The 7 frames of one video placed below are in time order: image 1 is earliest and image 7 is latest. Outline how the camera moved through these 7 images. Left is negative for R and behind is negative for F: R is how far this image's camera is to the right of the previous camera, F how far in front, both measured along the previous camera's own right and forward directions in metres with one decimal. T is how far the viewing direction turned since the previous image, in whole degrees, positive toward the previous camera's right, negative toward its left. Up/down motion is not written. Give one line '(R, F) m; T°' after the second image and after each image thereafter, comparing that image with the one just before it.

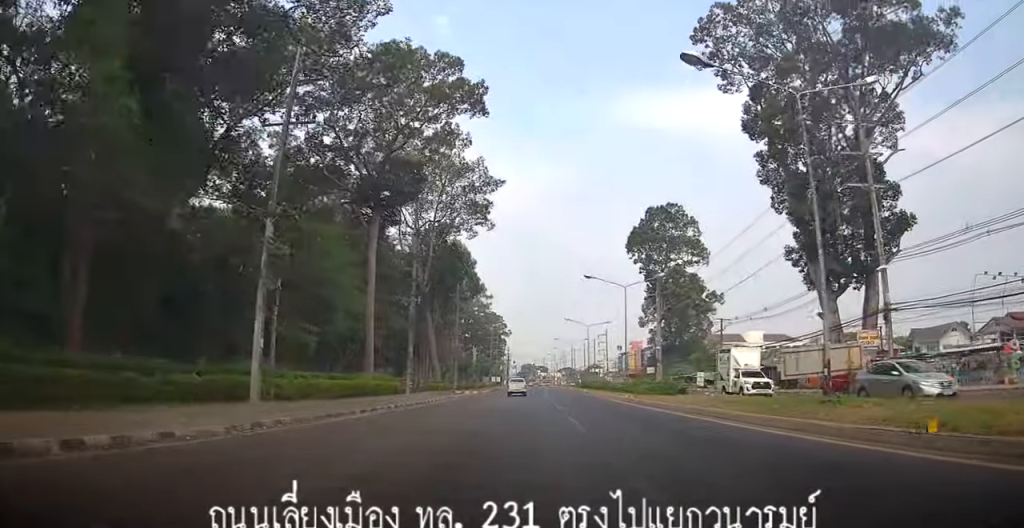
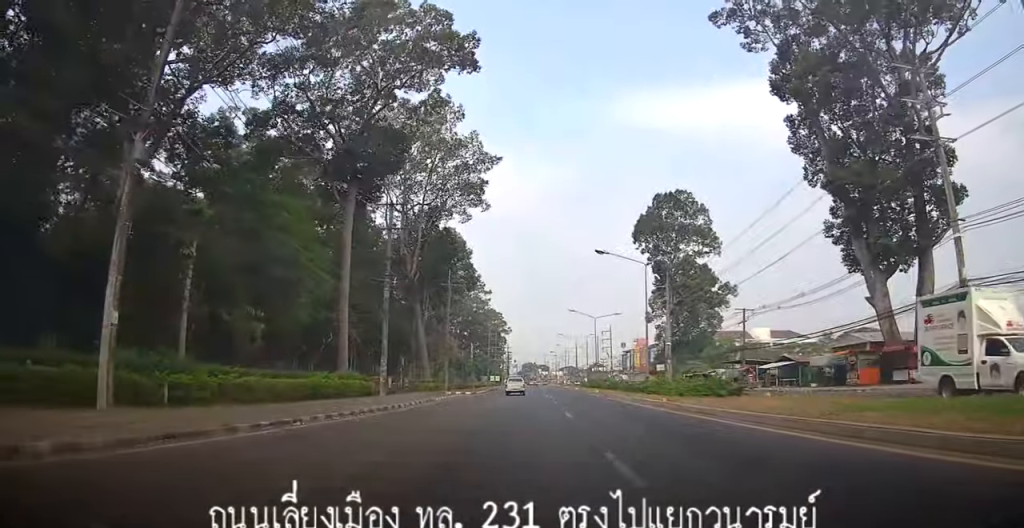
(0.0, +7.9) m; -1°
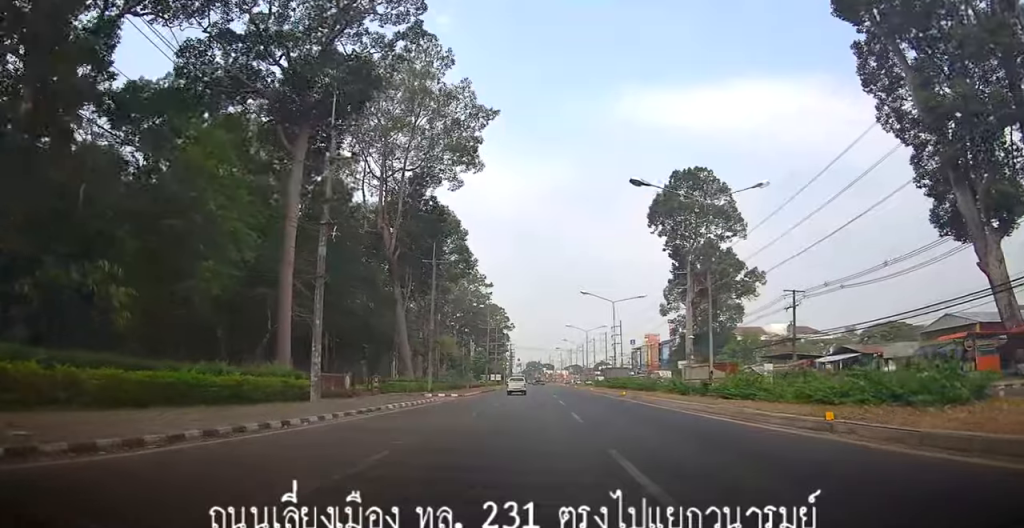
(-0.1, +12.5) m; 0°
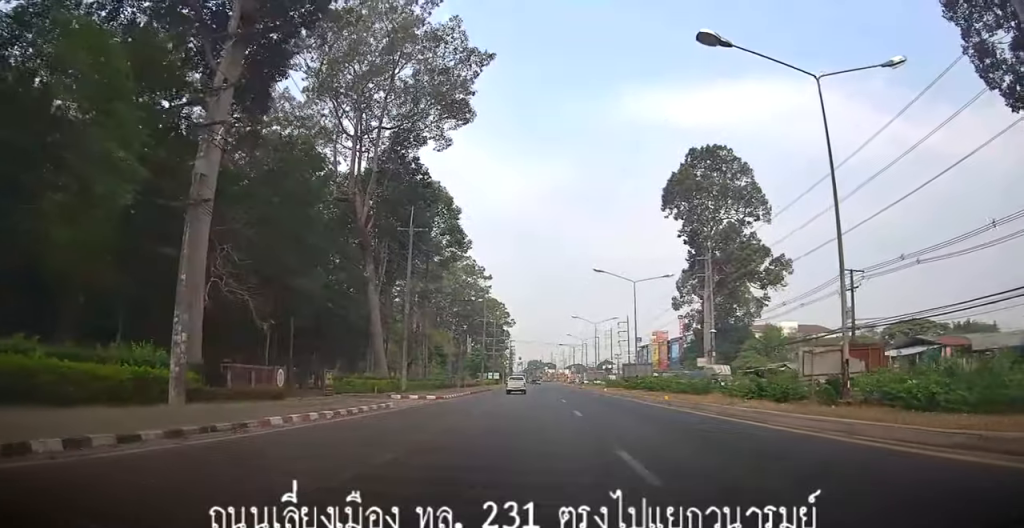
(0.0, +10.6) m; +1°
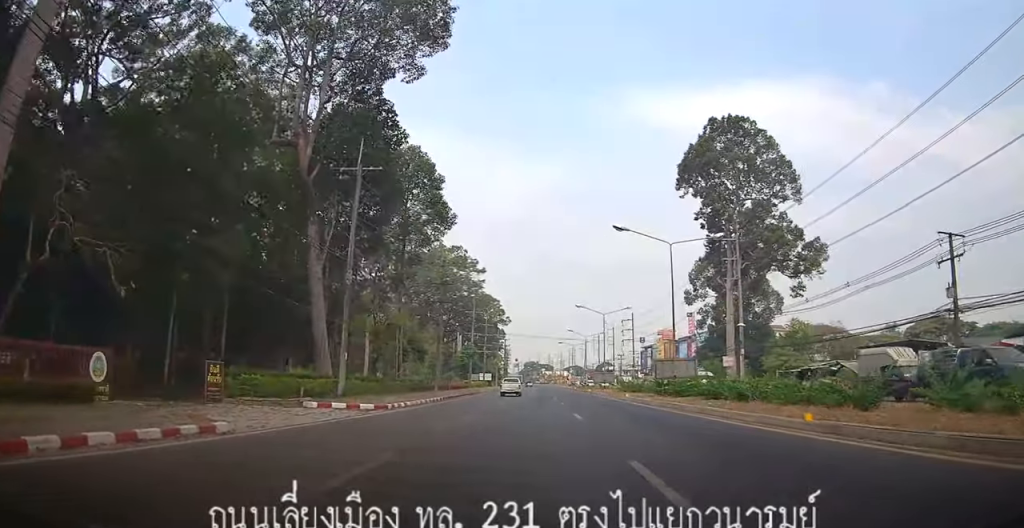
(+0.2, +12.8) m; 0°
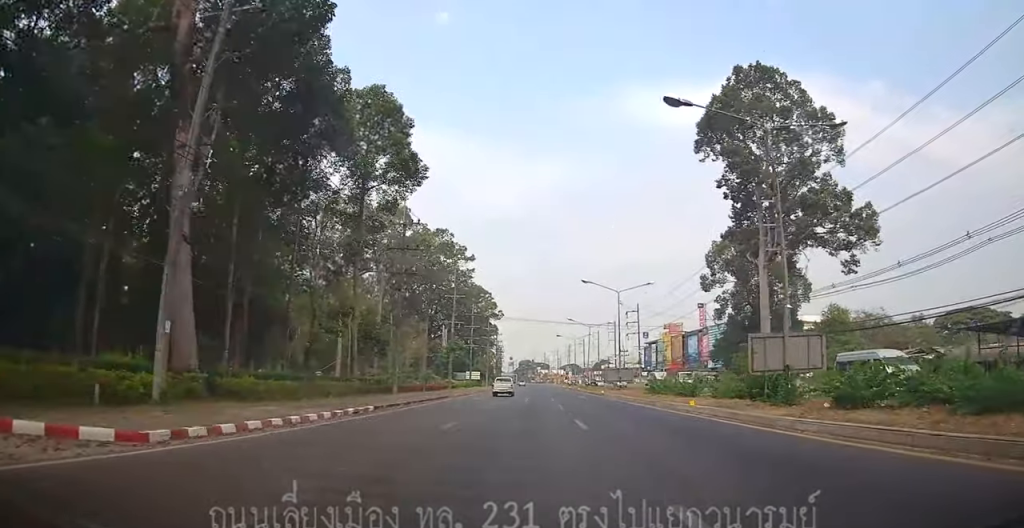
(-0.2, +14.6) m; -1°
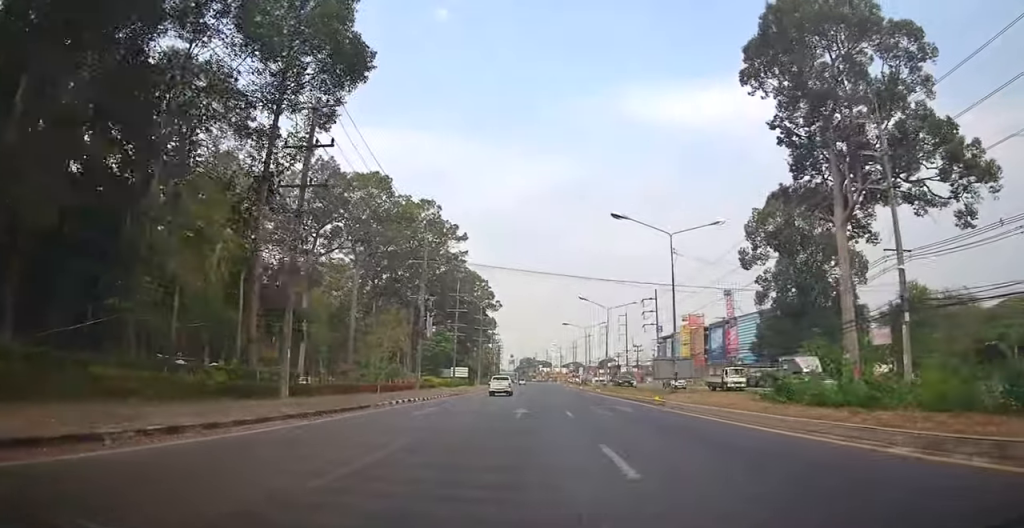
(0.0, +18.4) m; +1°
